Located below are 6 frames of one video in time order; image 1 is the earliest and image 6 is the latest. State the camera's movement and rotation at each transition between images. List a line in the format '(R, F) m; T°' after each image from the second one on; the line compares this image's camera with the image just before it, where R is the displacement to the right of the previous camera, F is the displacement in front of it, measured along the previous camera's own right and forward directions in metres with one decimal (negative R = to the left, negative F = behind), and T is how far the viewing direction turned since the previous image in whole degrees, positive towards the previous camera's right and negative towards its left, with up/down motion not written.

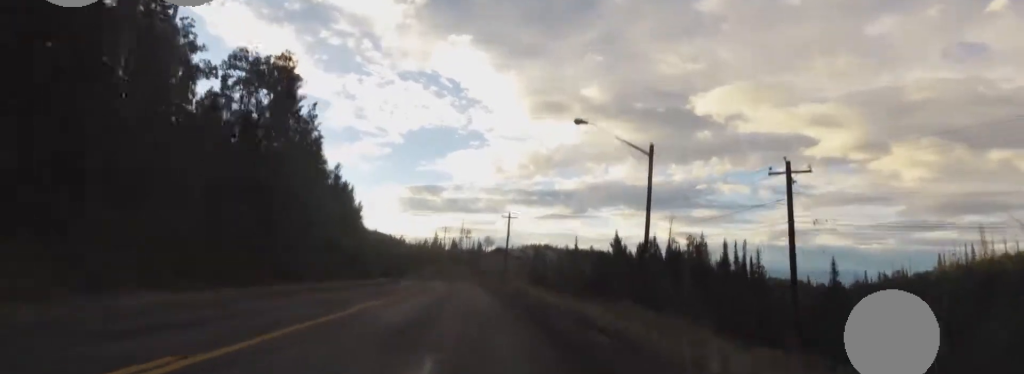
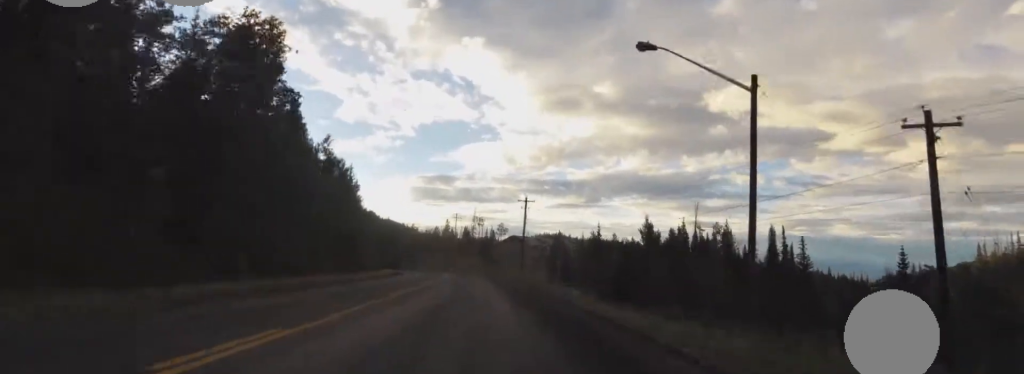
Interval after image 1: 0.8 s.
(-0.6, +9.6) m; +2°
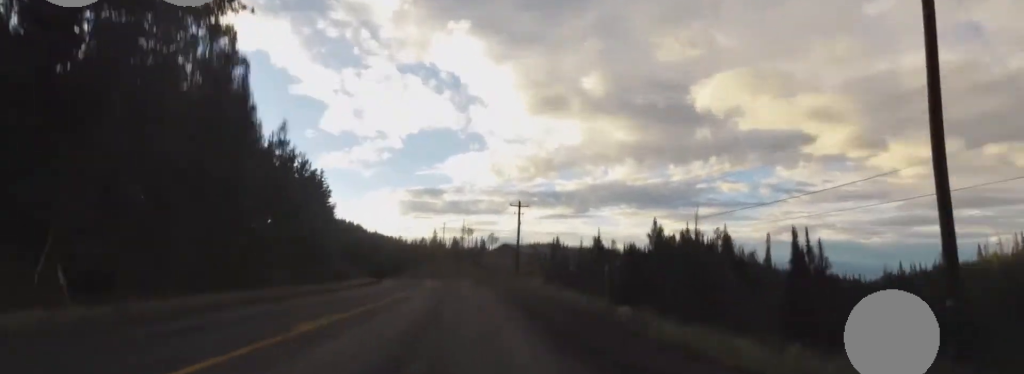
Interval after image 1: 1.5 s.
(+0.3, +8.0) m; +3°
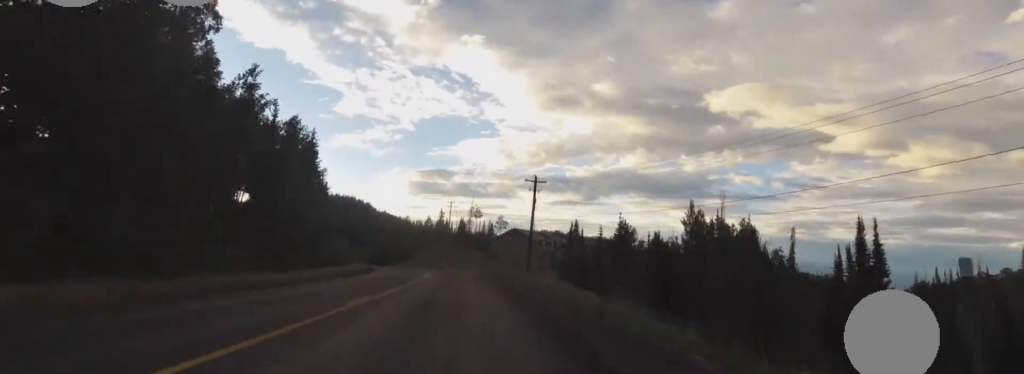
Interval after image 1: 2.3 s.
(+0.7, +9.1) m; +1°
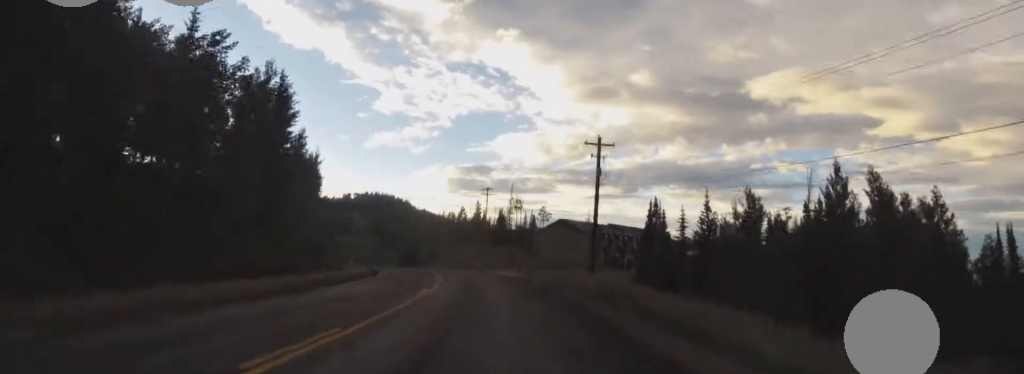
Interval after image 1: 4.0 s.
(-2.2, +18.7) m; -7°
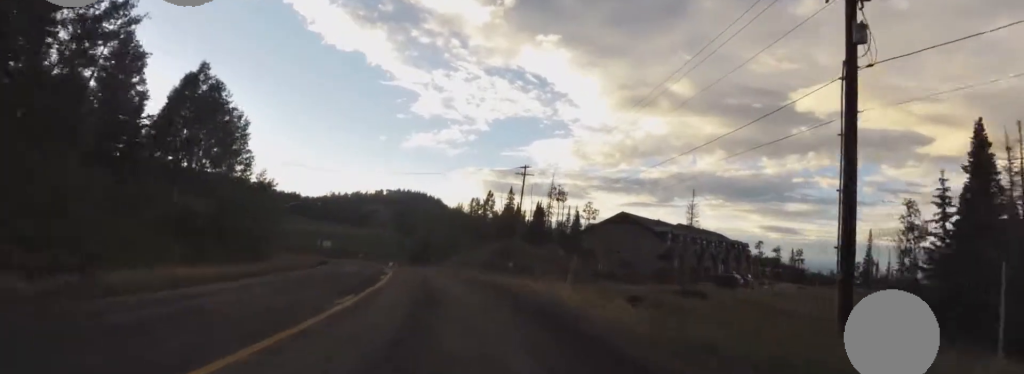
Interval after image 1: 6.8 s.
(-0.9, +31.9) m; -5°
